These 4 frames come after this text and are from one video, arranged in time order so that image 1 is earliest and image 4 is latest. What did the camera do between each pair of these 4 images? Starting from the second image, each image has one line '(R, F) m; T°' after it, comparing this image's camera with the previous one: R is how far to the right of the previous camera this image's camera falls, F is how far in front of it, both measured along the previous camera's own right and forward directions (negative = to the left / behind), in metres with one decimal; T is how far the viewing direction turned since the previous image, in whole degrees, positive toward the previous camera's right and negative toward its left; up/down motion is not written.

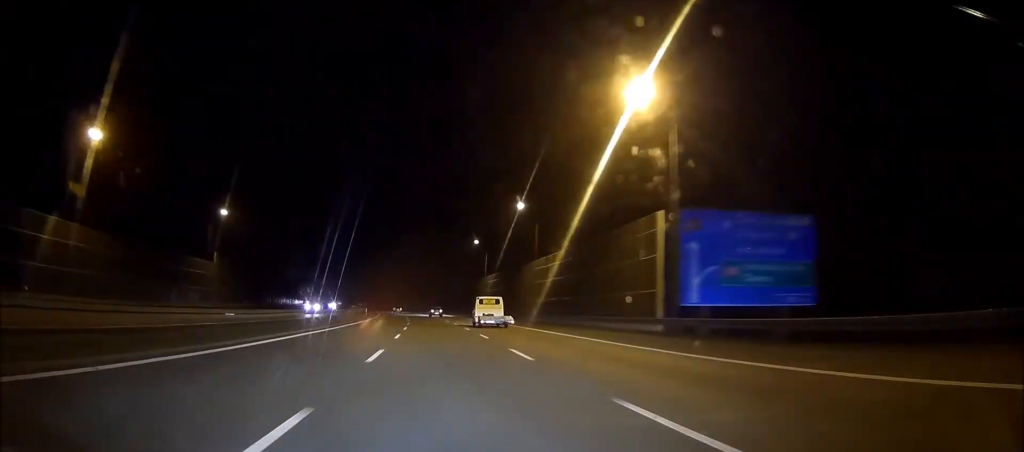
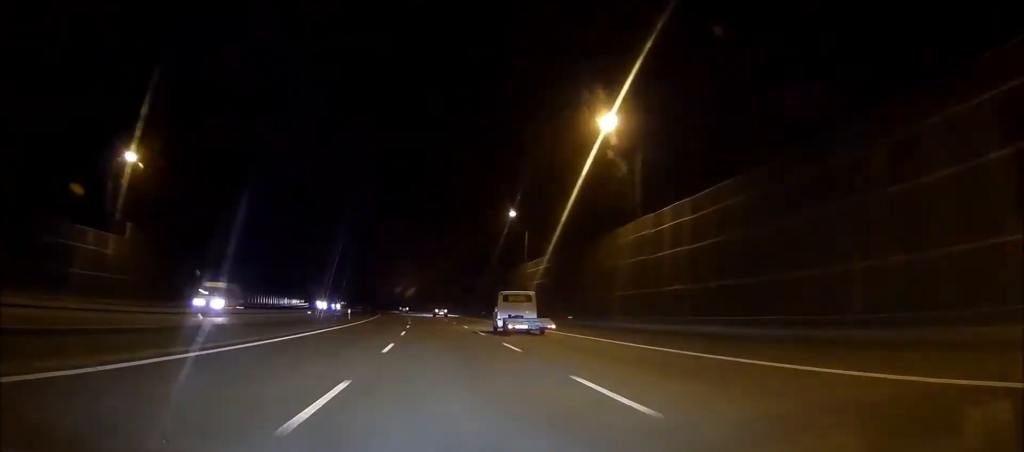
(0.0, +32.6) m; 0°
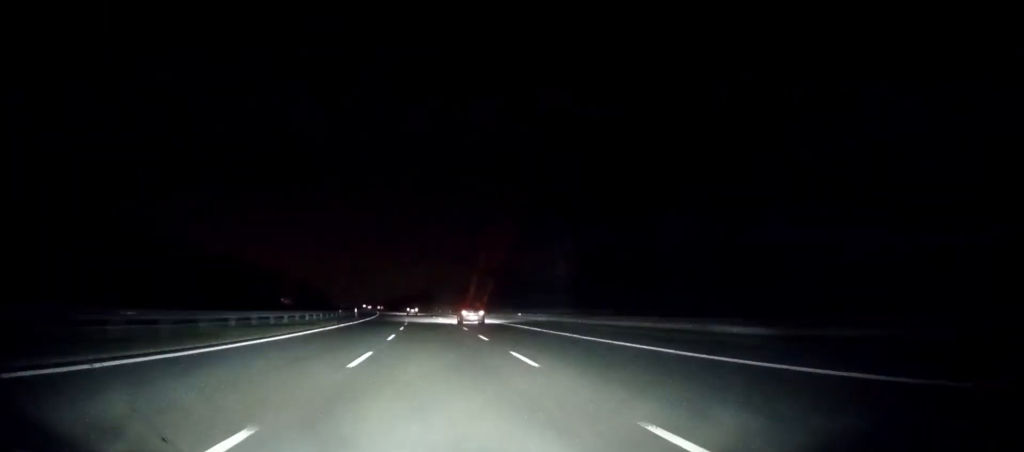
(-33.8, +180.6) m; -15°
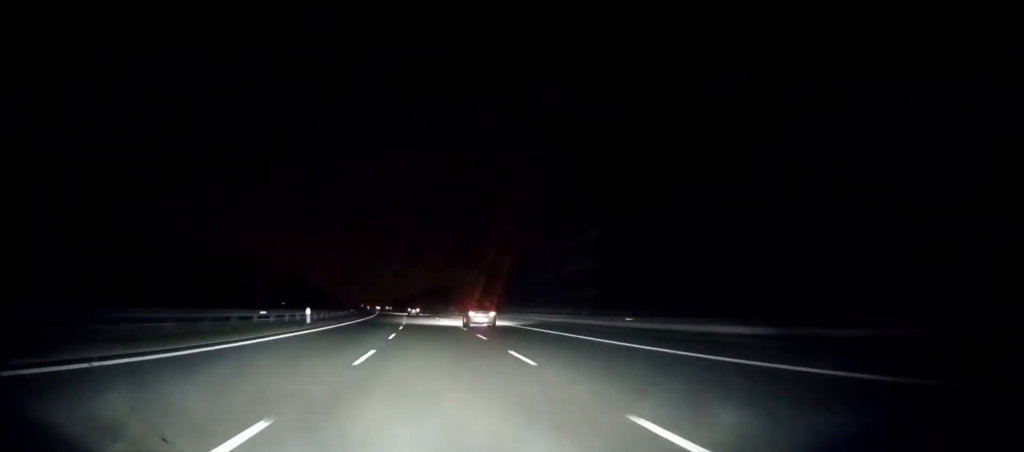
(-0.6, +34.9) m; -2°
